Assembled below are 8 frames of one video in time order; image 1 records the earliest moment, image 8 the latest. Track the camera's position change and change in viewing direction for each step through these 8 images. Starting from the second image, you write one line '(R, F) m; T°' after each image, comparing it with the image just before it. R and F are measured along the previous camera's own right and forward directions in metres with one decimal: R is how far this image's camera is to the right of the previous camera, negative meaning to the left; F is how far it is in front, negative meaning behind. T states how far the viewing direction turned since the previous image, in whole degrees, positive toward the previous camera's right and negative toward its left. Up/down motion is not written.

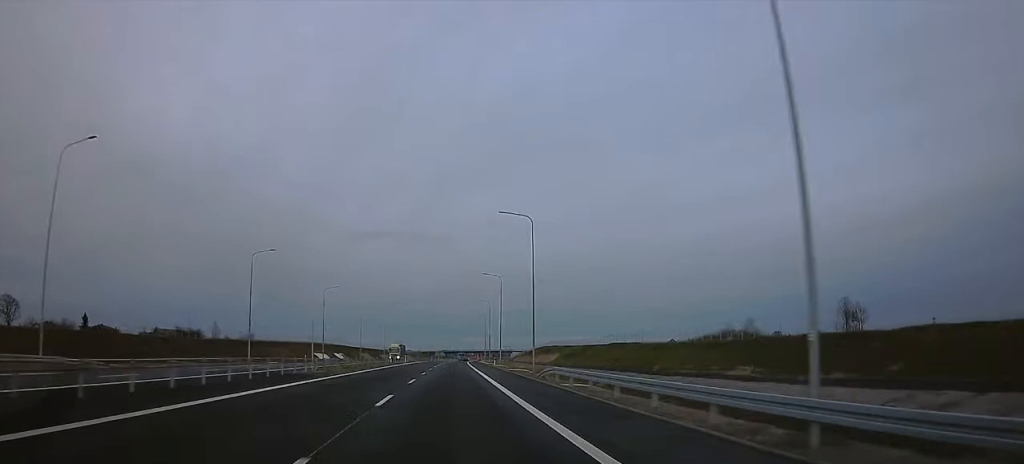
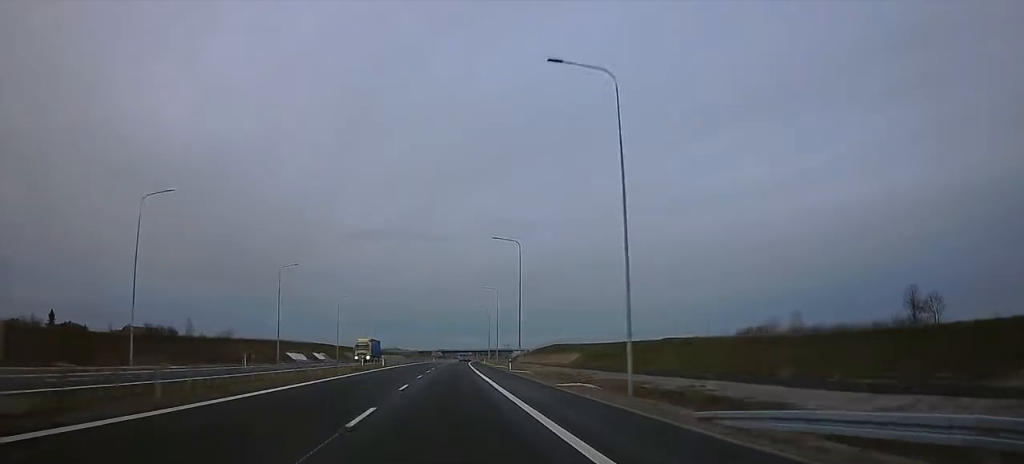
(+0.8, +27.8) m; +2°
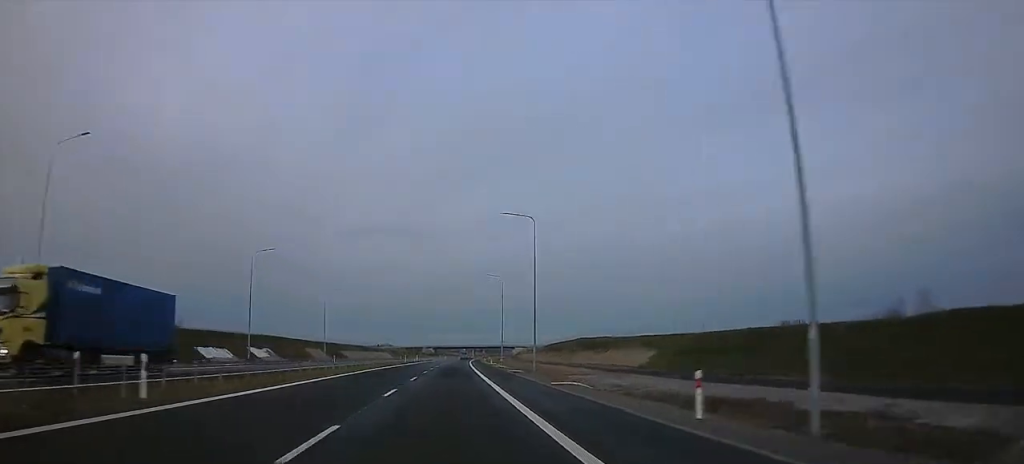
(+0.1, +51.6) m; 0°
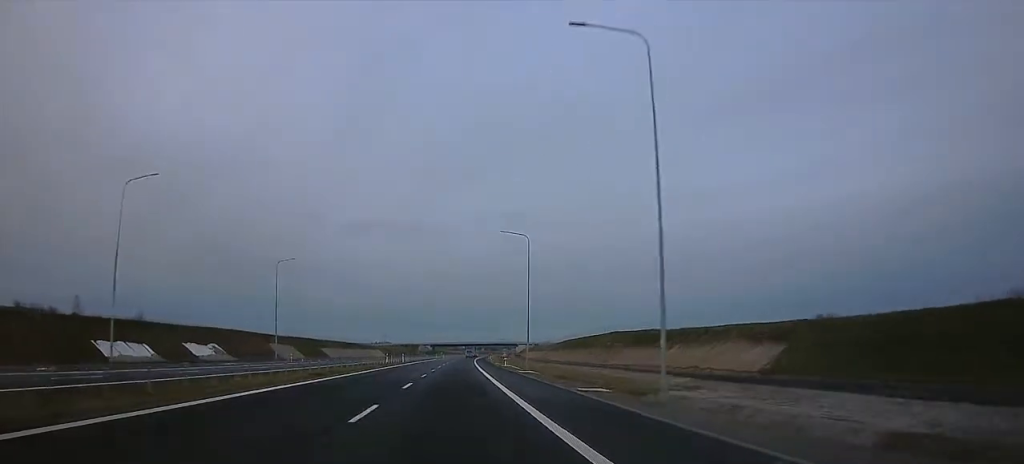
(0.0, +31.1) m; 0°
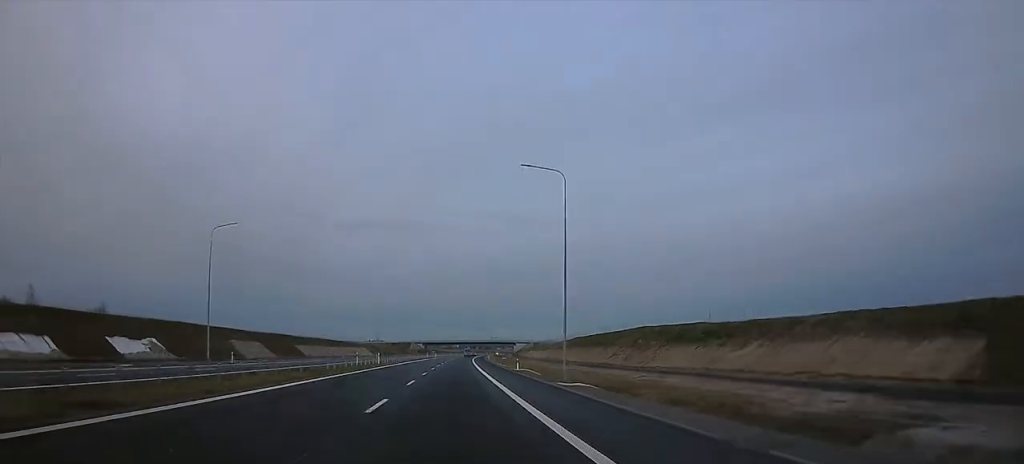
(0.0, +21.7) m; 0°
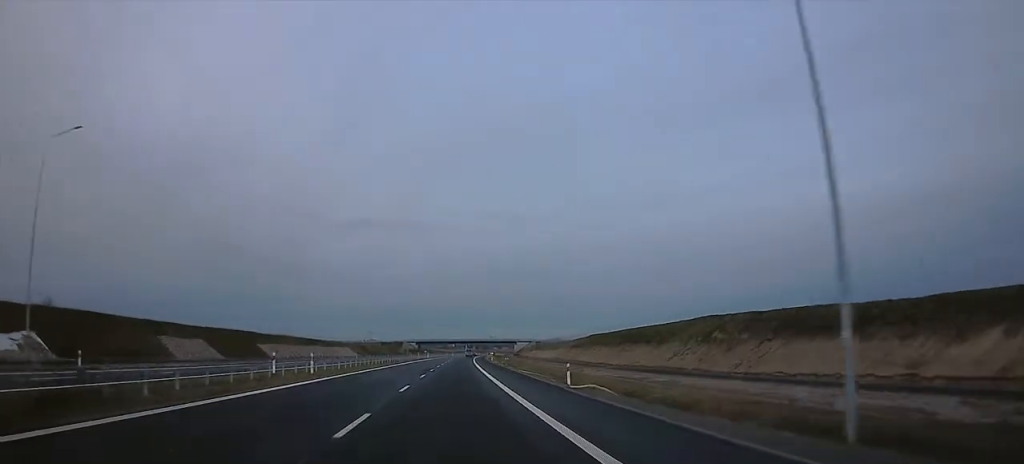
(0.0, +28.0) m; 0°
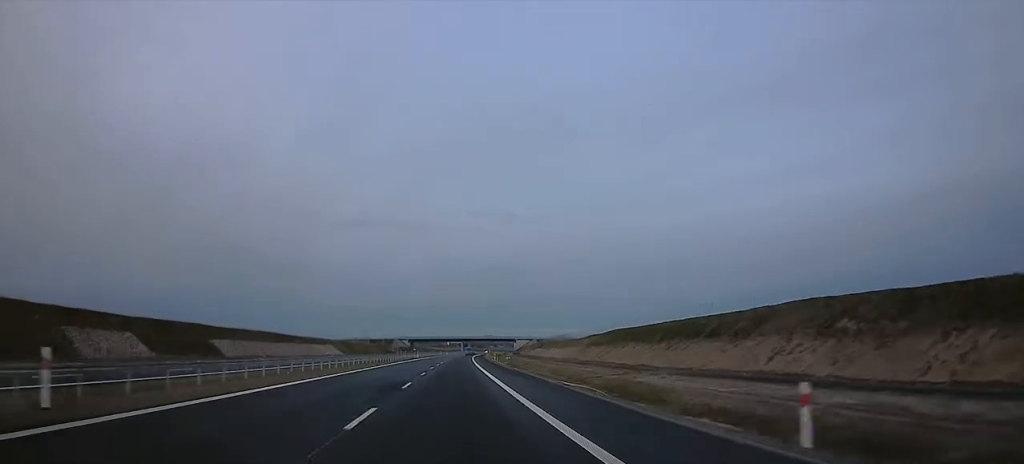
(0.0, +22.8) m; 0°
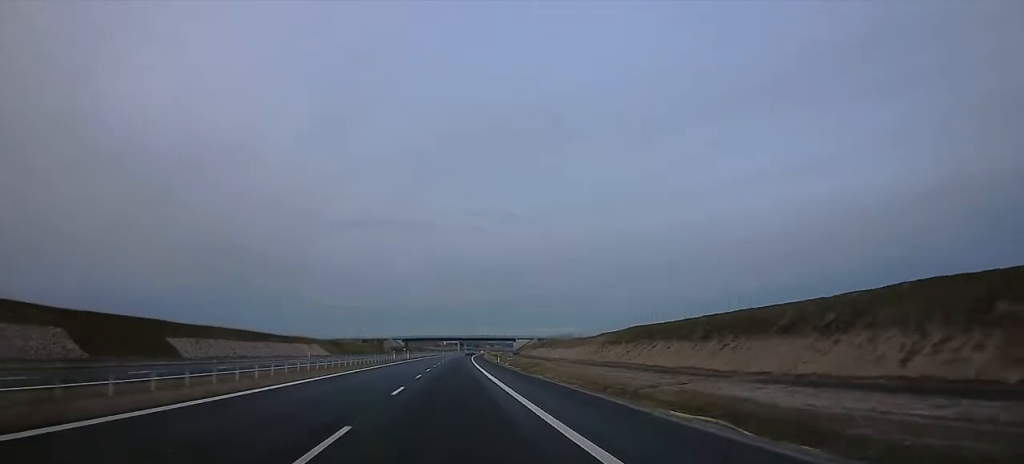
(0.0, +15.5) m; +1°
